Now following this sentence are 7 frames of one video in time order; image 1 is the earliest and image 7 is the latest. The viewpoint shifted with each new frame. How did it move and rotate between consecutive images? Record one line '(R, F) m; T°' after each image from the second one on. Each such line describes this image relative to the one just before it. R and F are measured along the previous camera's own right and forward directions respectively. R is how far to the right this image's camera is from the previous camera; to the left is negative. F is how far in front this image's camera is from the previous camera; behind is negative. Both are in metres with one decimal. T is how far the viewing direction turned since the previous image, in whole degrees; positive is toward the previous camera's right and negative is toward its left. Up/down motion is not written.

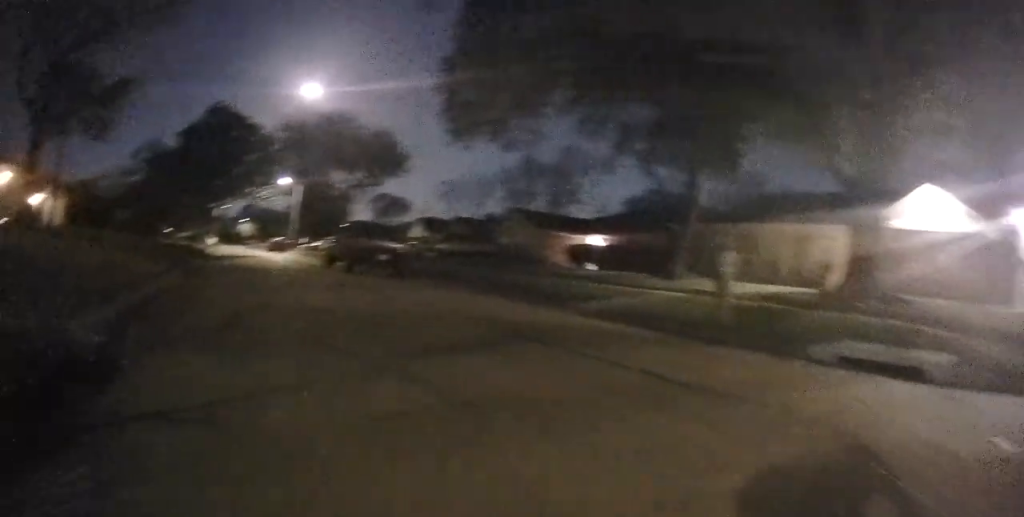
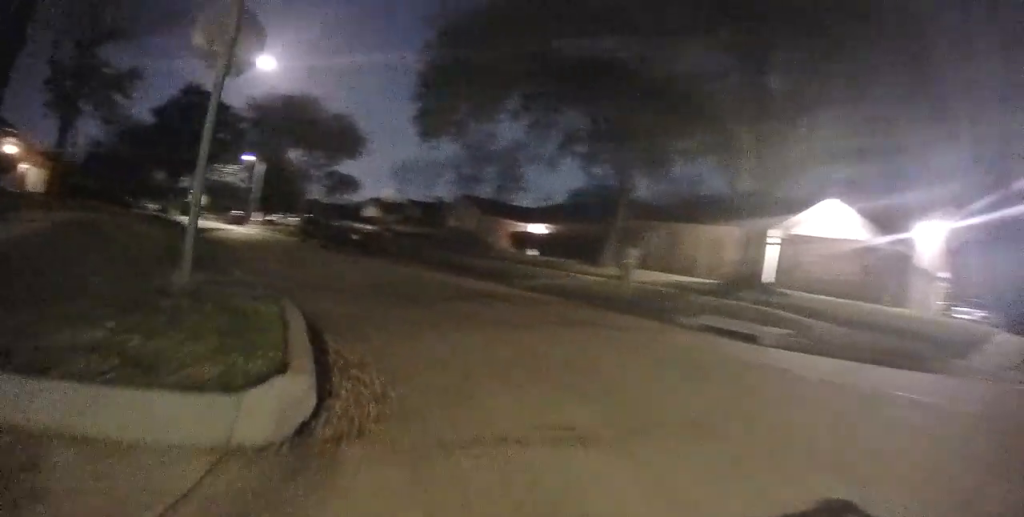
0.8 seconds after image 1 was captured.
(0.0, +3.7) m; +10°
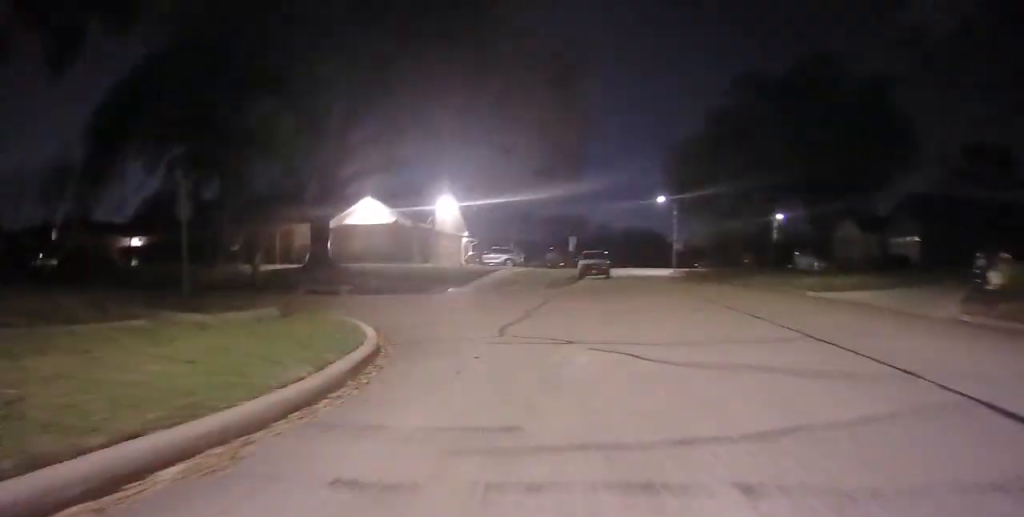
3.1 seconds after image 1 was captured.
(+5.5, +8.6) m; +51°
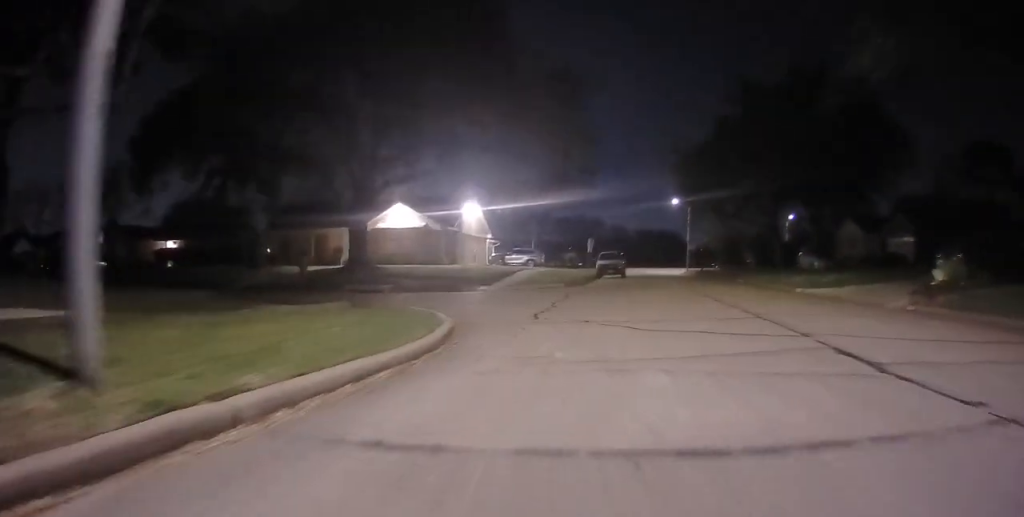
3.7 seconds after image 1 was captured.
(-0.4, +2.7) m; +5°
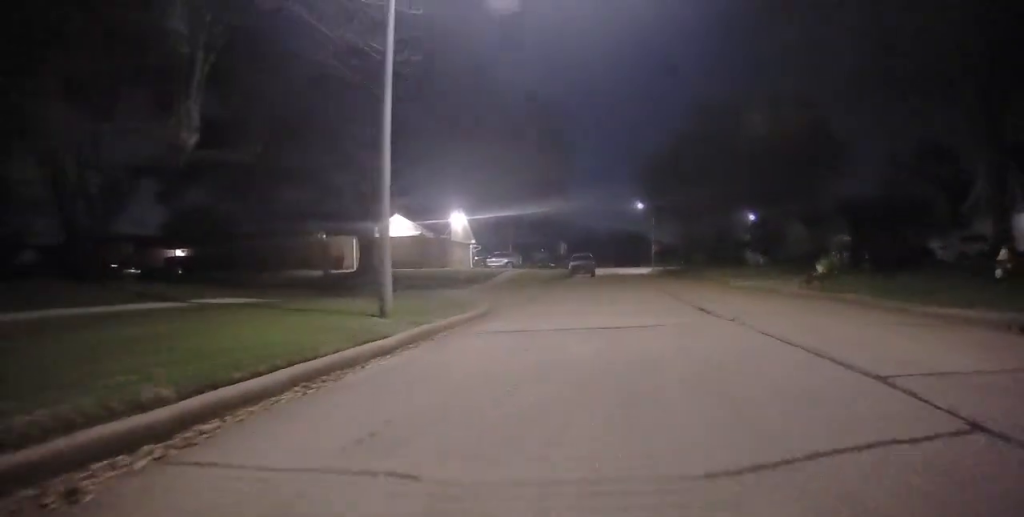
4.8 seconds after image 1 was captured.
(+1.4, +5.9) m; +18°
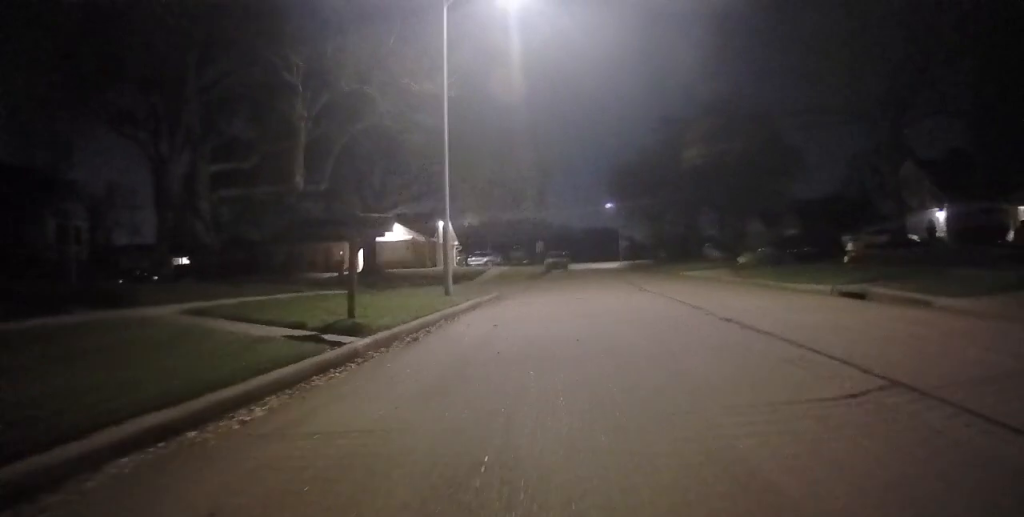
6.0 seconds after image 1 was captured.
(+0.4, +6.6) m; +4°
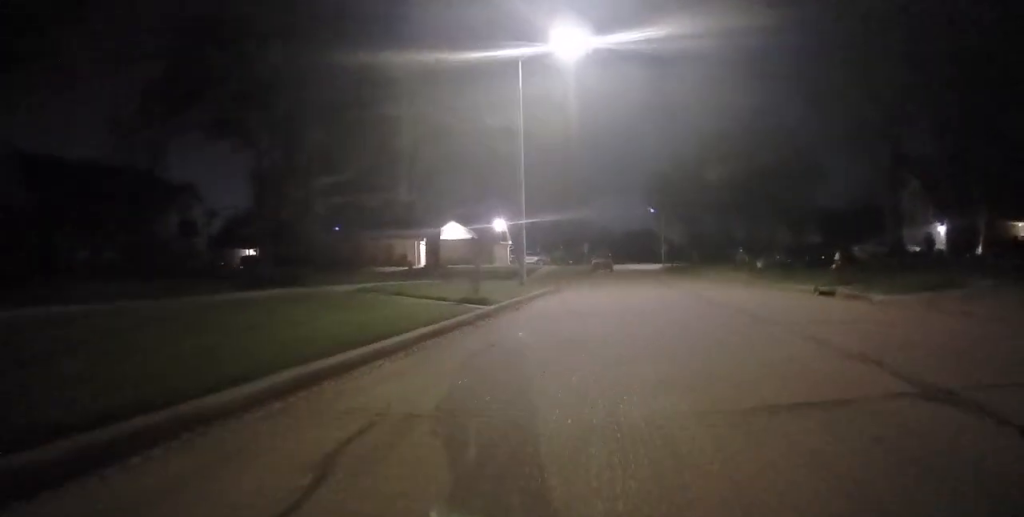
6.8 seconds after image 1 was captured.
(0.0, +5.0) m; 0°
